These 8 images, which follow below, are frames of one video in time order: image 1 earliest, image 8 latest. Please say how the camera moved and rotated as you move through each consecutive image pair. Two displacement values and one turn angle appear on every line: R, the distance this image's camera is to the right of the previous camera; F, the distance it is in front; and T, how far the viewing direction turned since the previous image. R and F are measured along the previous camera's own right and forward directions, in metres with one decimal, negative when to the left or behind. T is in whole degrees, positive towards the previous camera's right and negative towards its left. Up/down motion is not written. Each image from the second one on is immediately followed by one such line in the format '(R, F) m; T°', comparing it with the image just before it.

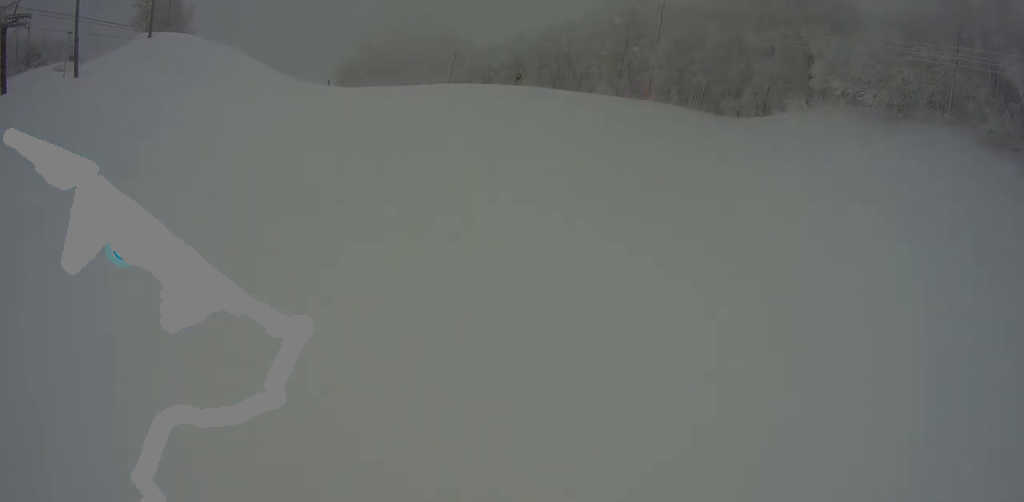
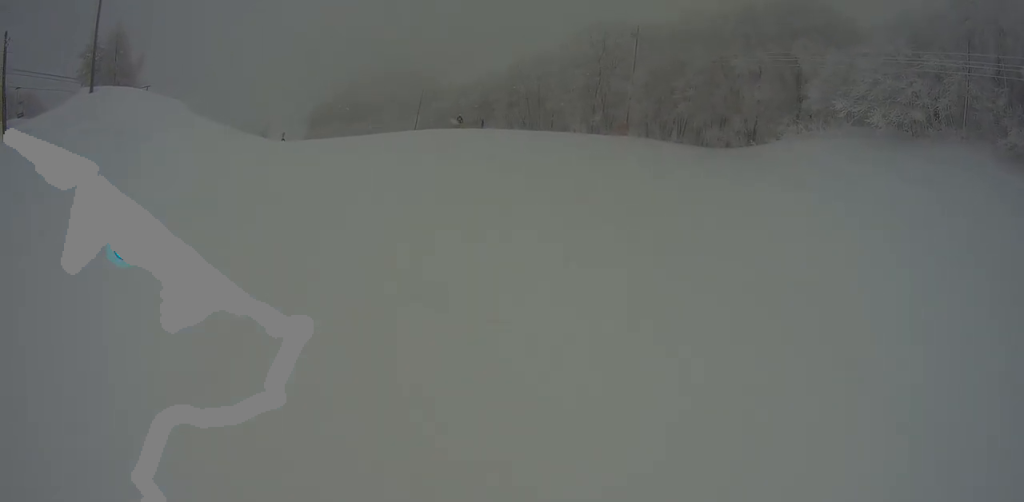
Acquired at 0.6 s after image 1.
(-0.3, +5.1) m; +1°
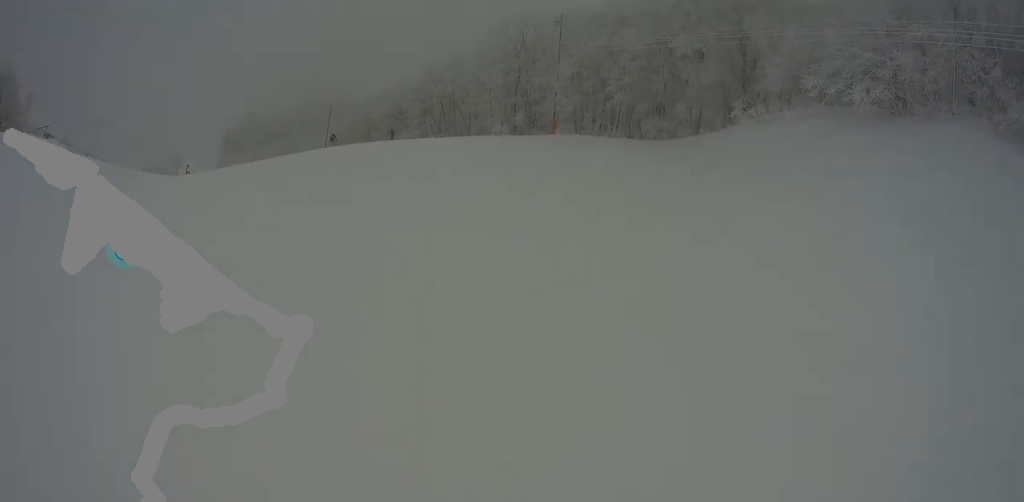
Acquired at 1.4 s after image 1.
(+0.5, +6.1) m; +10°
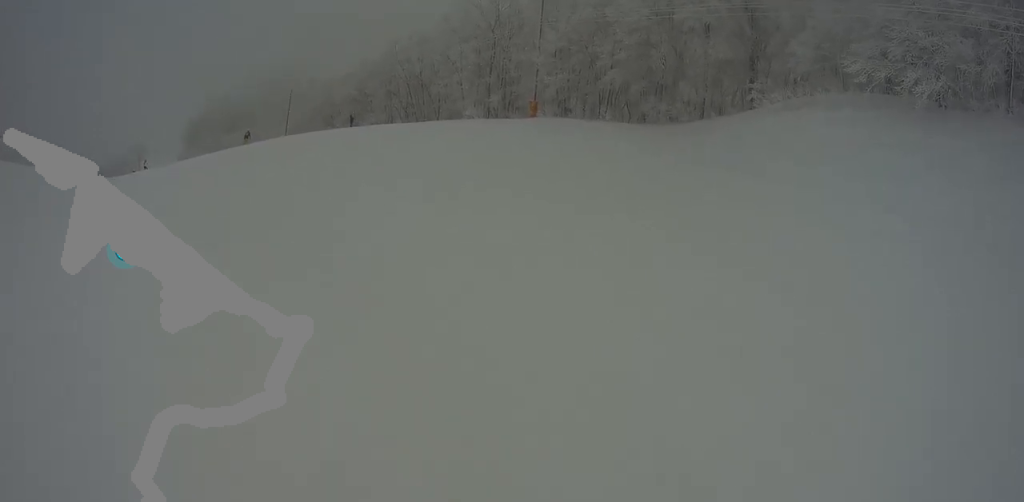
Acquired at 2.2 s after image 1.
(+0.7, +6.4) m; +3°
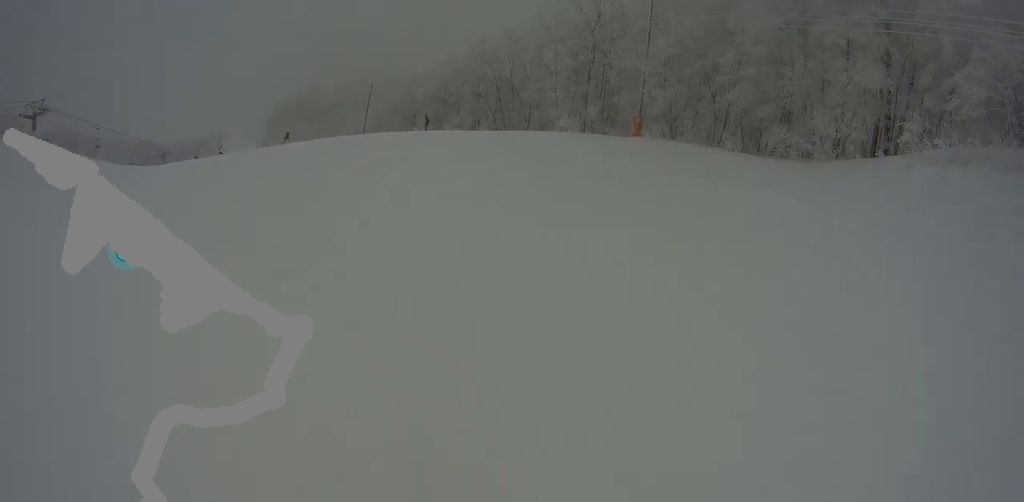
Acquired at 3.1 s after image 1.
(-0.1, +7.5) m; 0°
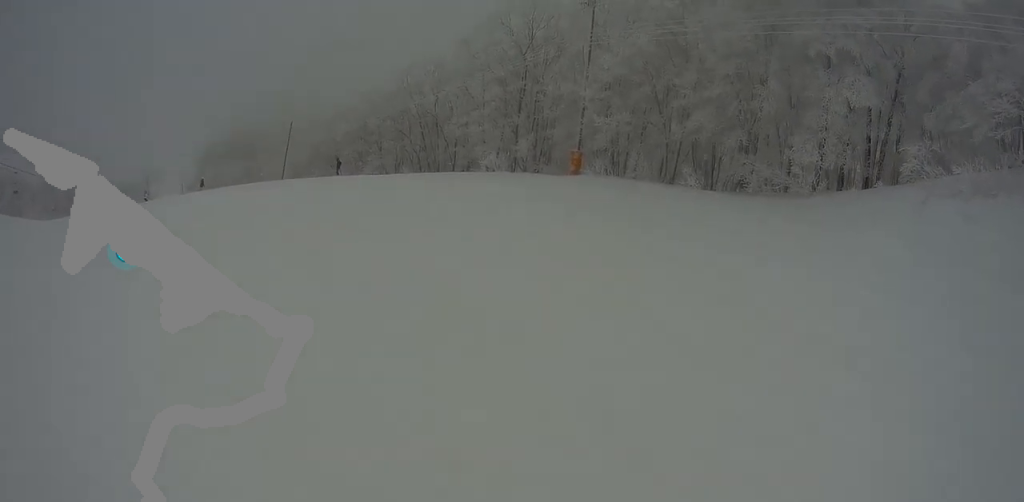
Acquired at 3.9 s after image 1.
(-0.1, +6.6) m; 0°
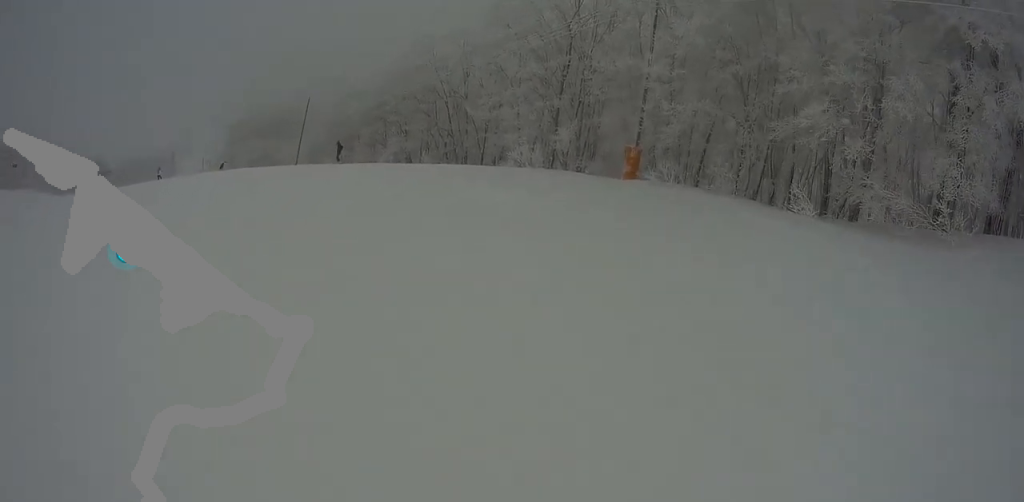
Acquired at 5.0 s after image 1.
(+0.2, +9.3) m; 0°
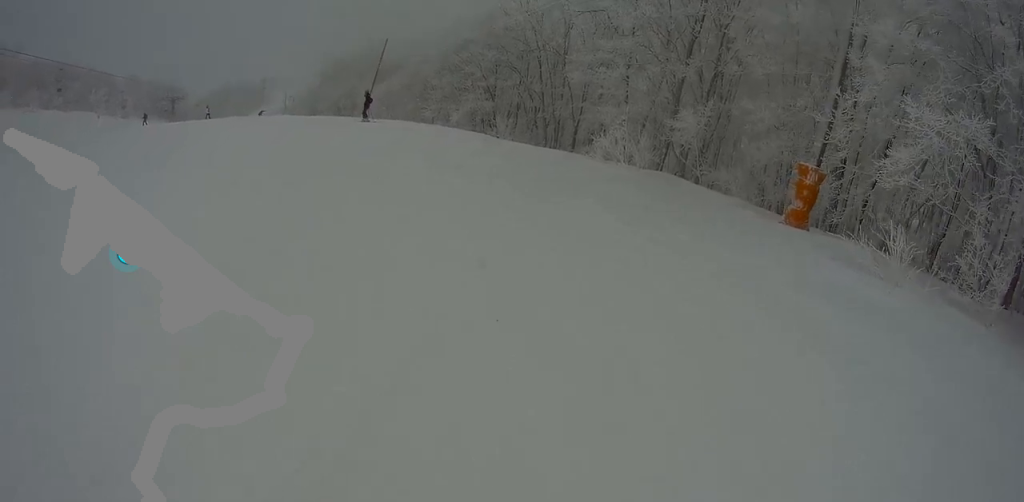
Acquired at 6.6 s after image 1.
(-1.1, +13.8) m; -27°
